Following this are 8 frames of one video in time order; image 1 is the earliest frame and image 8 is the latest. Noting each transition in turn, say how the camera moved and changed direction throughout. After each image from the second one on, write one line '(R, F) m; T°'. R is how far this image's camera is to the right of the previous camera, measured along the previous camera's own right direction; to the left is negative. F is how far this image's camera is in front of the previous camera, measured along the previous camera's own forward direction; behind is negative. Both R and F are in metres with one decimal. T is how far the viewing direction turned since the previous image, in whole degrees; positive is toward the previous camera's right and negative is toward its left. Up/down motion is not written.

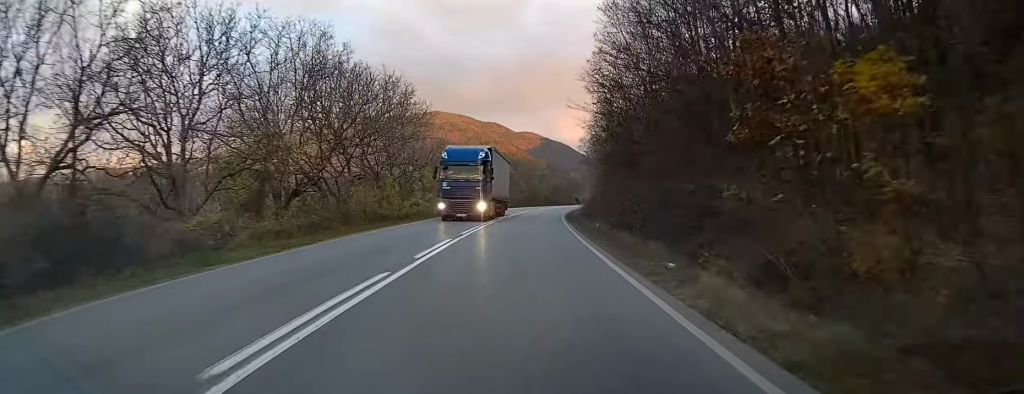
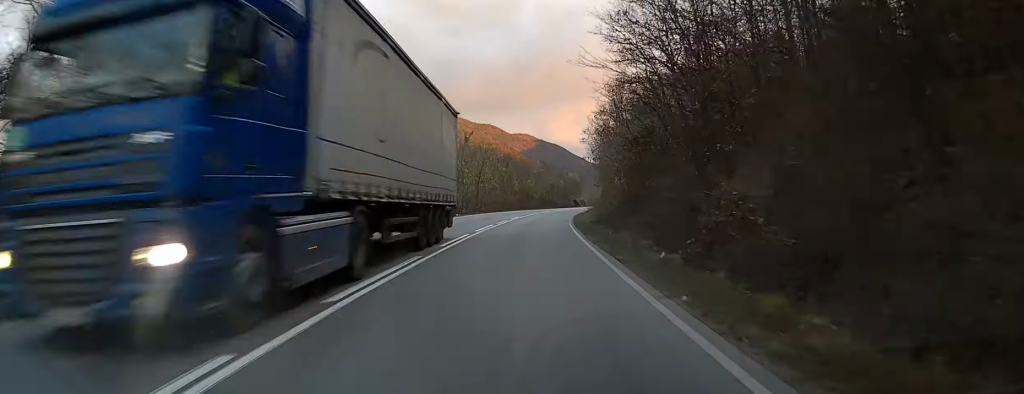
(+0.1, +14.5) m; +1°
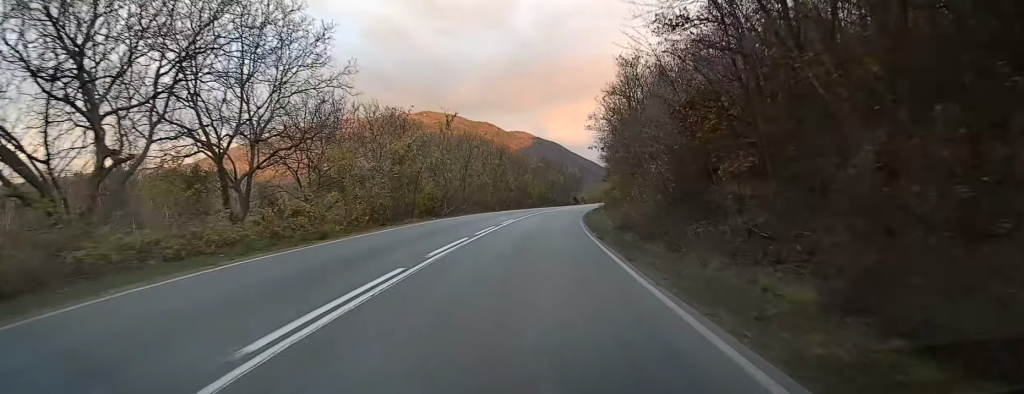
(+0.1, +12.0) m; 0°
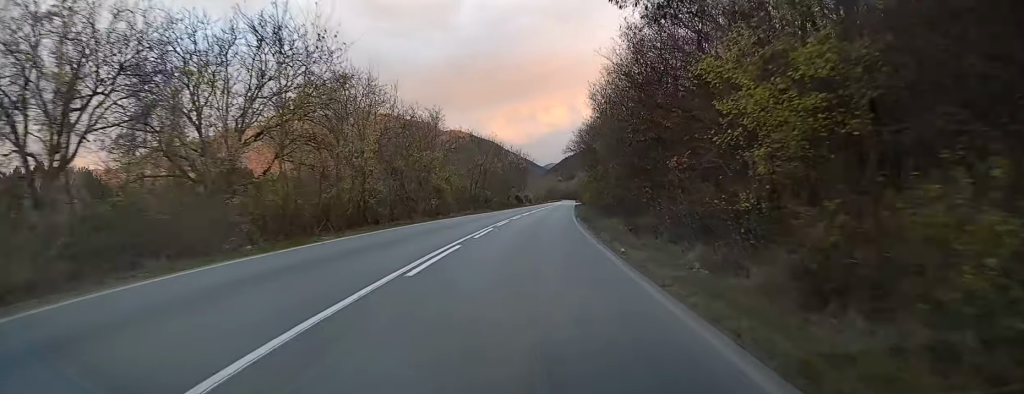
(+2.3, +51.4) m; +6°
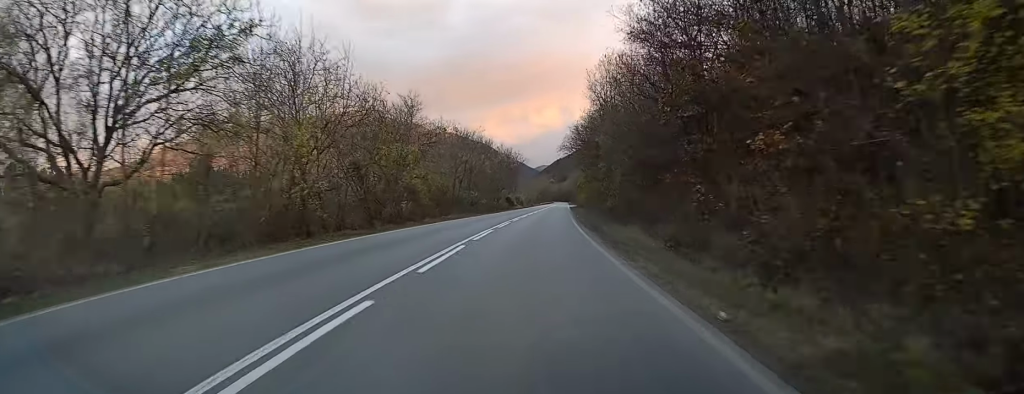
(0.0, +8.7) m; +1°
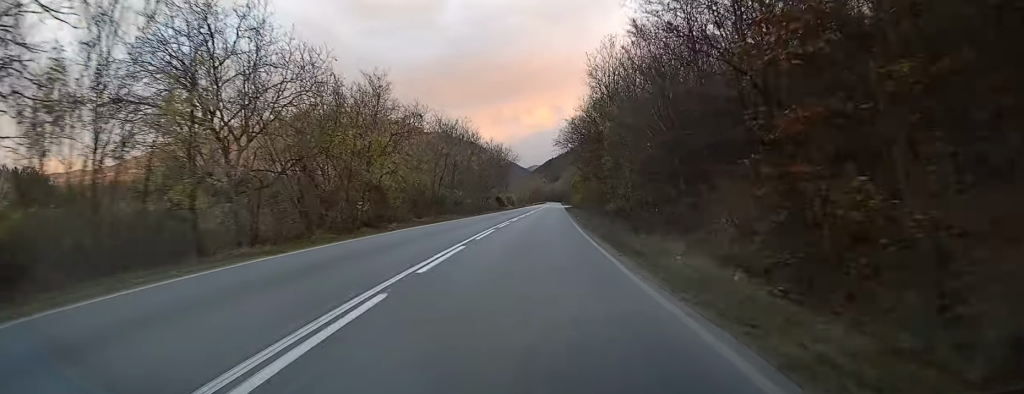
(+0.1, +8.9) m; 0°
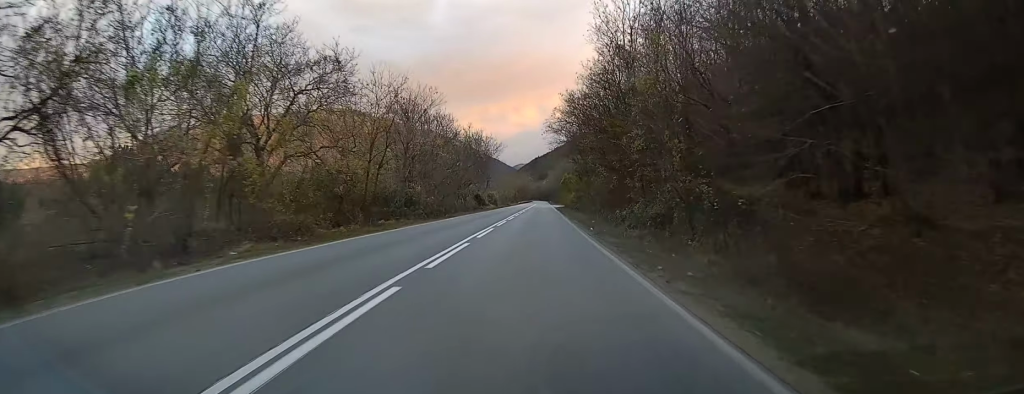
(+0.2, +17.8) m; +1°
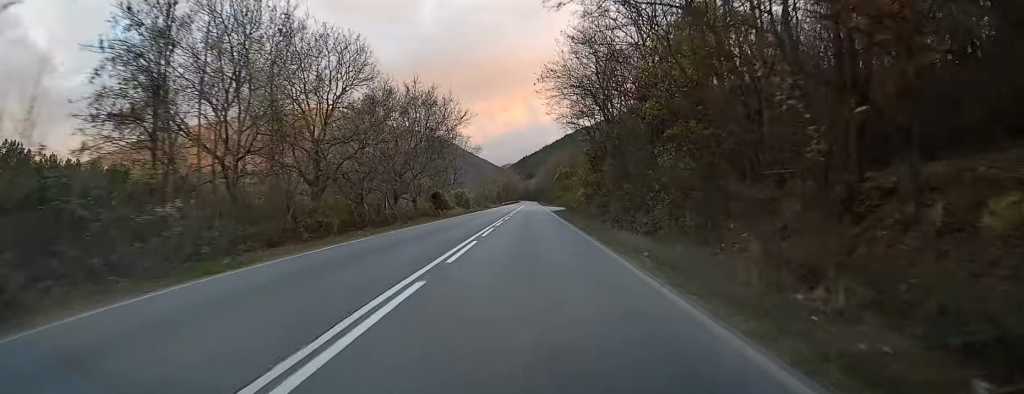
(+0.2, +34.7) m; +1°
